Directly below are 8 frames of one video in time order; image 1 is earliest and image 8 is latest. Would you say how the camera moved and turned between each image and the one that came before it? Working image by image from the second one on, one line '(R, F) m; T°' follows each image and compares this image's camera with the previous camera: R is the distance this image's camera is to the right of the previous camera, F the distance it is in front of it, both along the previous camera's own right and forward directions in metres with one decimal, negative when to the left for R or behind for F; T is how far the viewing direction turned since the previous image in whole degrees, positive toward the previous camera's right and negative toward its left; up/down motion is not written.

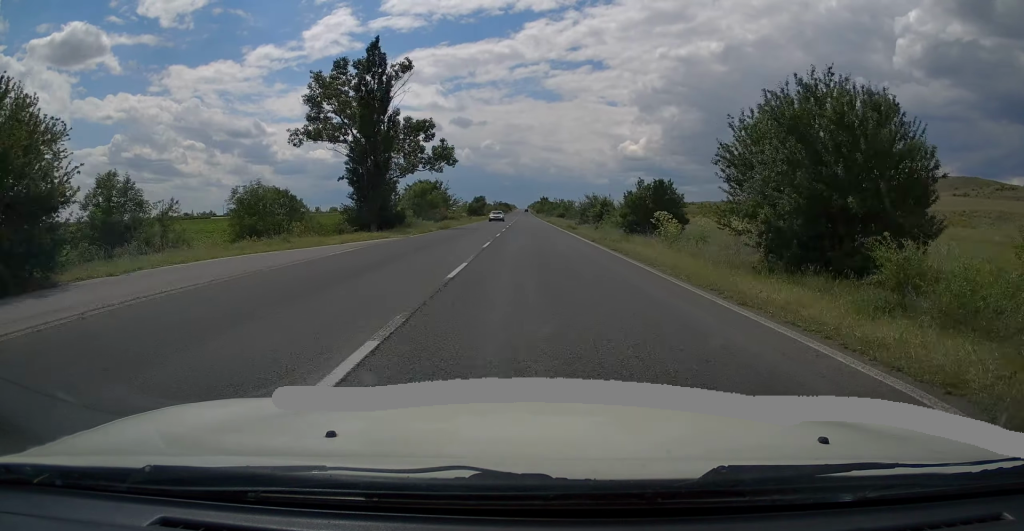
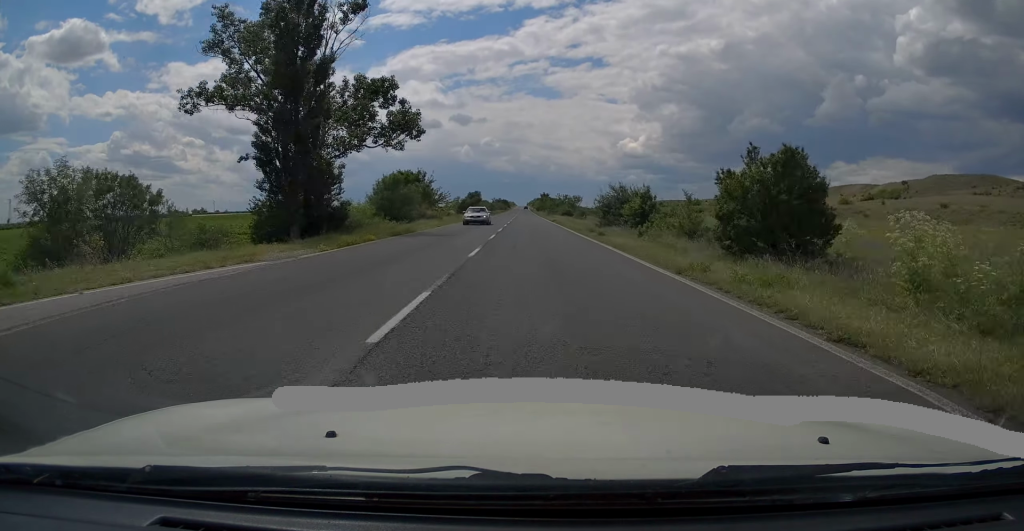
(+0.3, +14.7) m; 0°
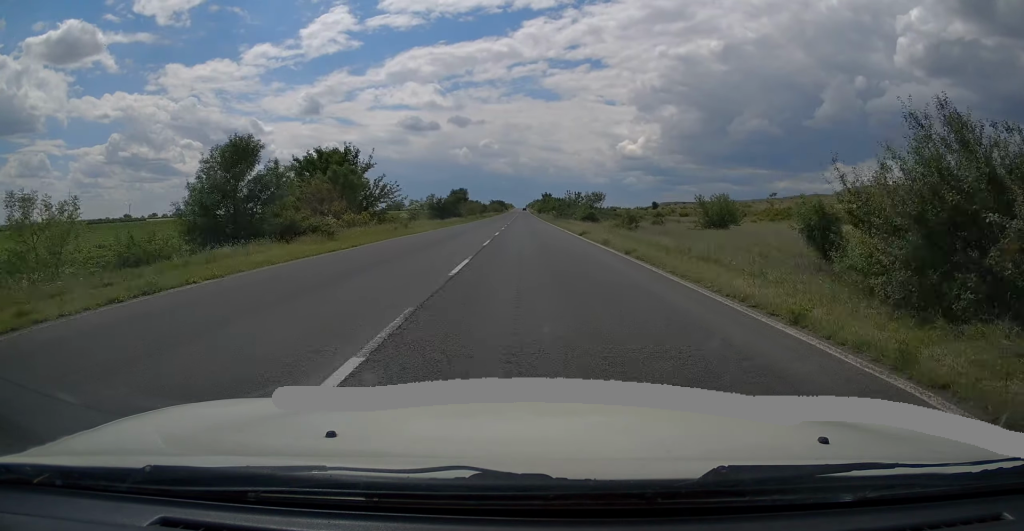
(-0.3, +30.6) m; -1°
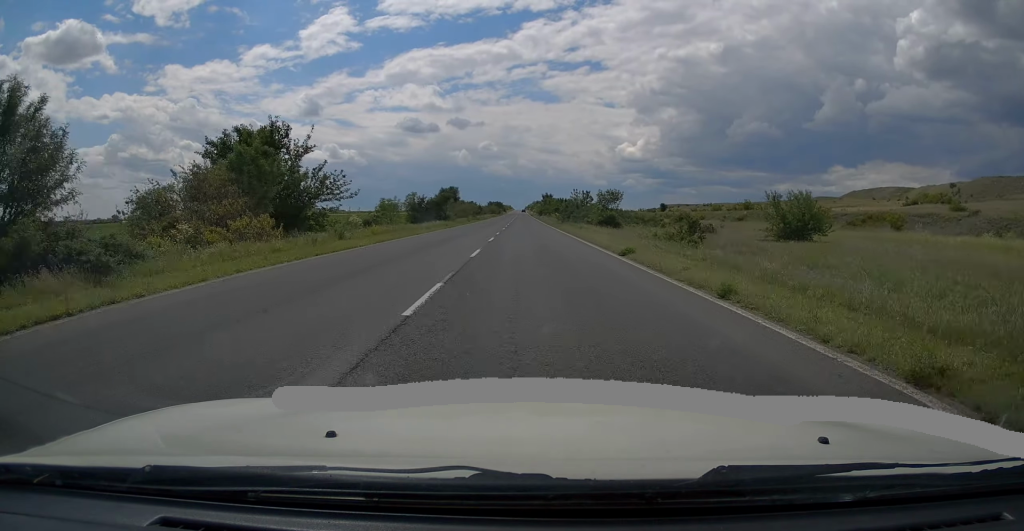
(0.0, +13.6) m; +1°
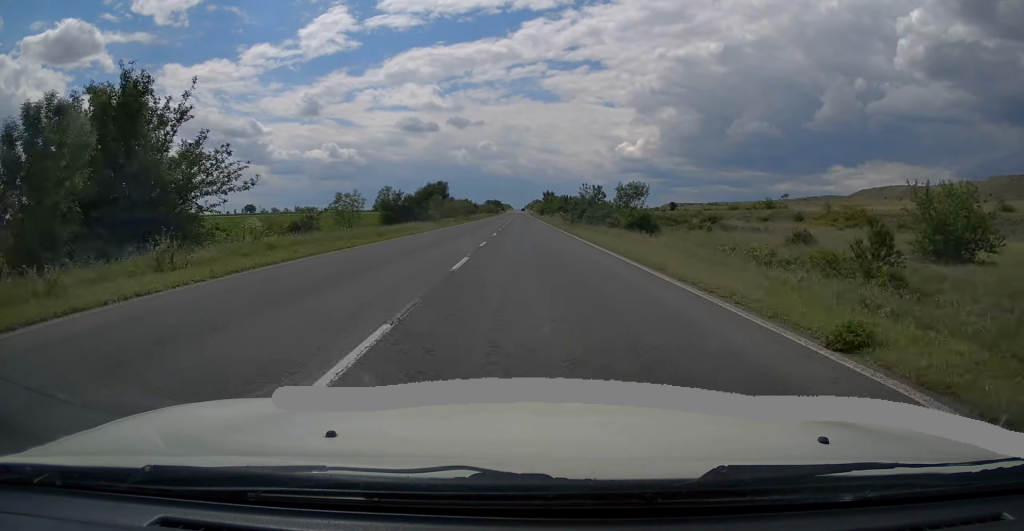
(-0.1, +12.8) m; +1°
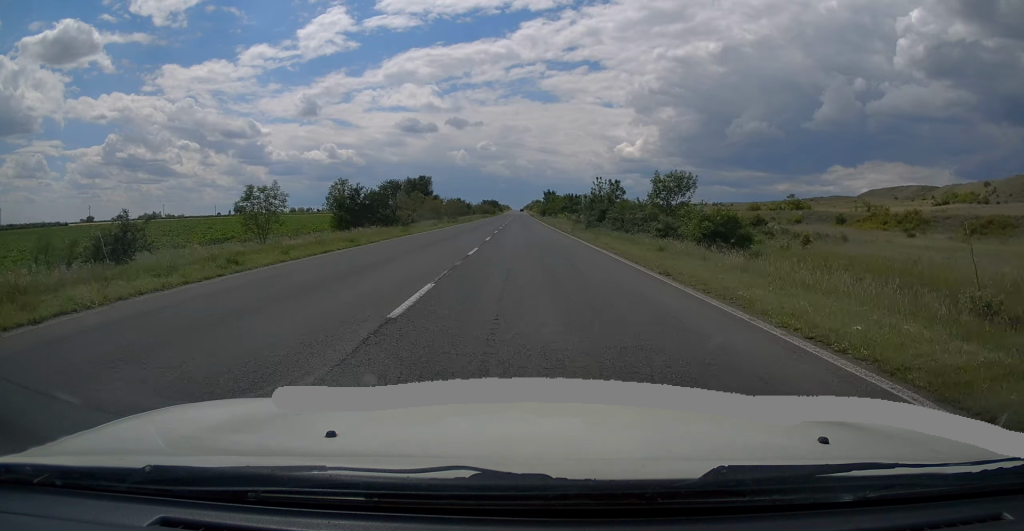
(+0.3, +13.6) m; 0°
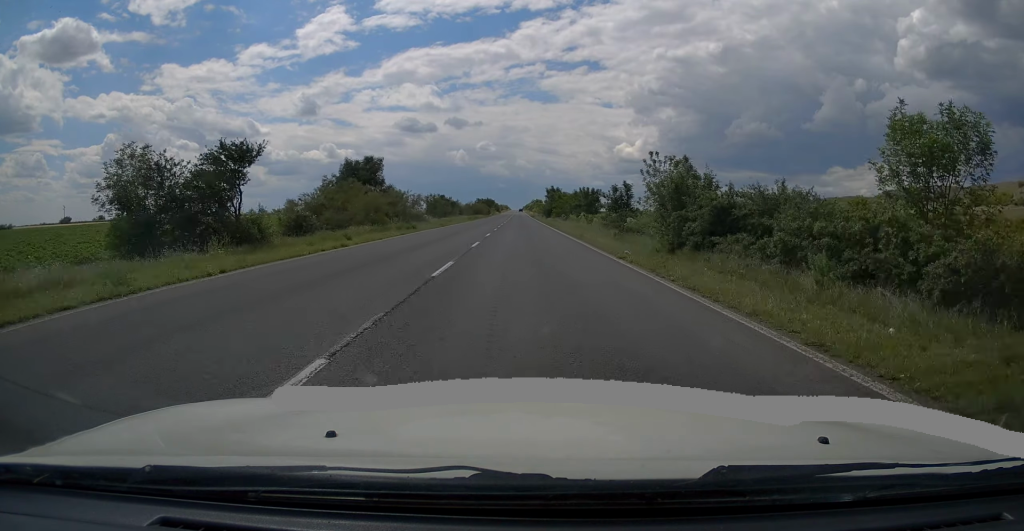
(-0.1, +23.3) m; 0°
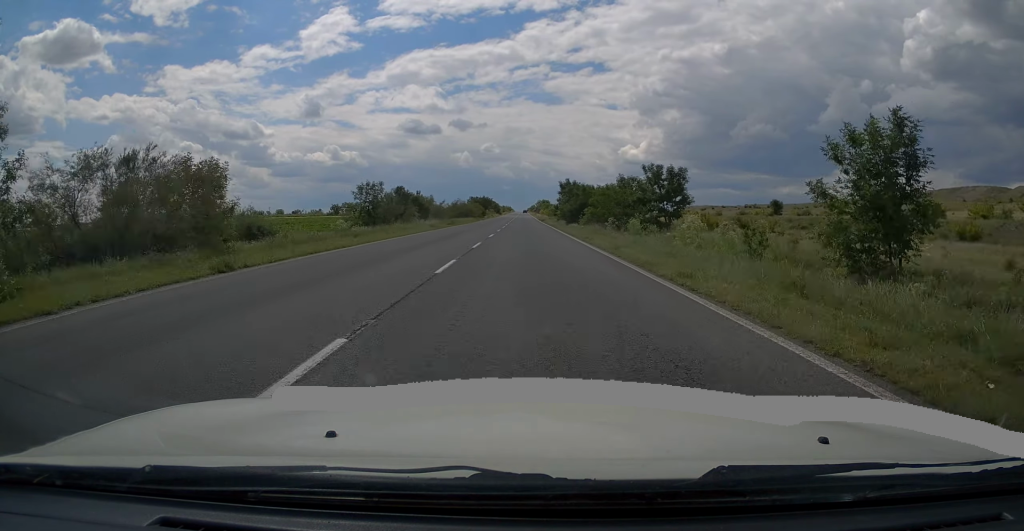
(+0.2, +35.7) m; 0°
